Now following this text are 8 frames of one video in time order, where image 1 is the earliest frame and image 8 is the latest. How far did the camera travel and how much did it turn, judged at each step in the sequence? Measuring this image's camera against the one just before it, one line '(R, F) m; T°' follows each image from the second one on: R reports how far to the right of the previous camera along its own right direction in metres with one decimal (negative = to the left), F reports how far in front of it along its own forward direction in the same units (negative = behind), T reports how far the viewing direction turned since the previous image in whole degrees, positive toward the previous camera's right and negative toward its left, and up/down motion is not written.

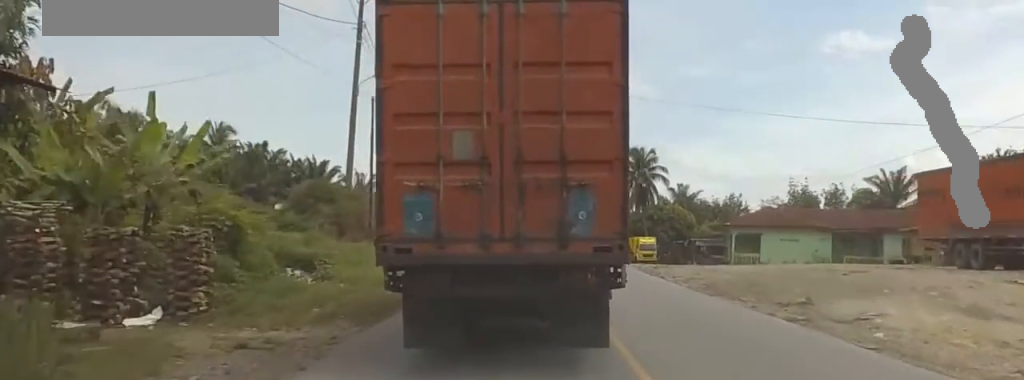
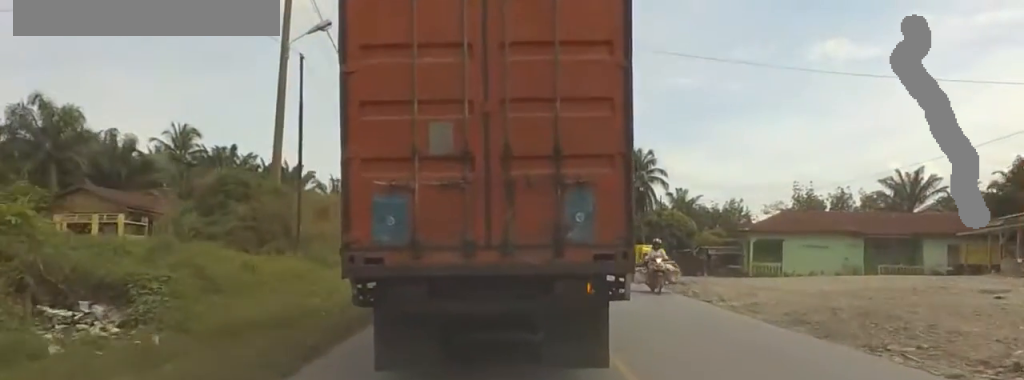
(+0.7, +13.1) m; +3°
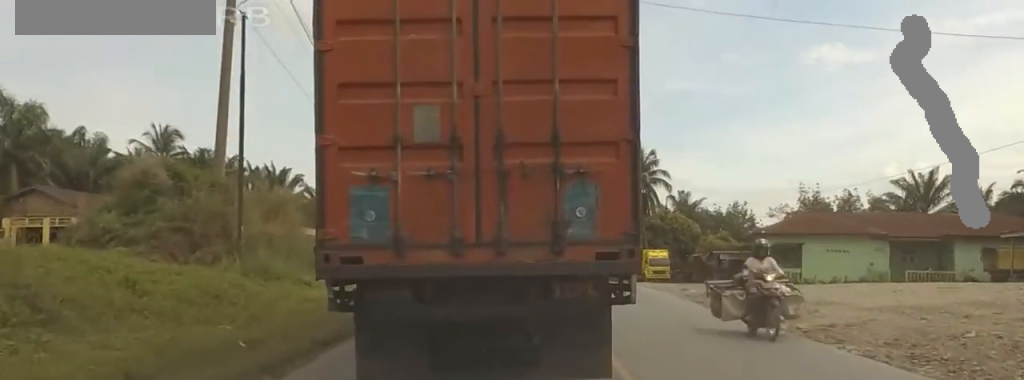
(0.0, +7.2) m; -1°
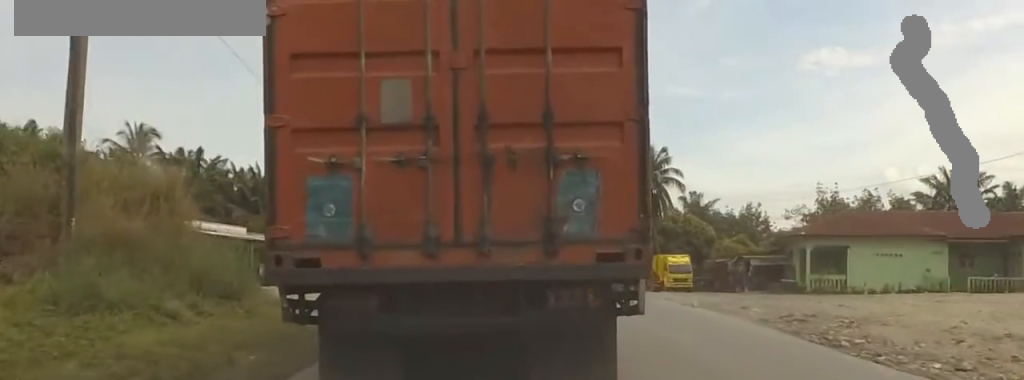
(-0.1, +11.6) m; -2°
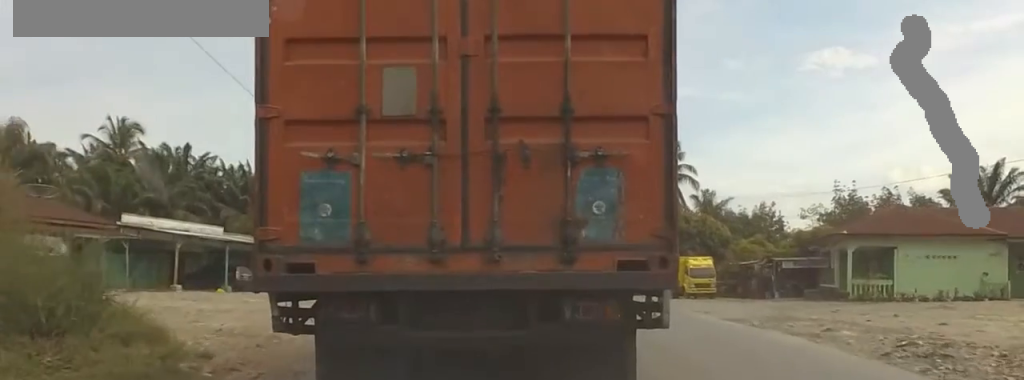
(-0.3, +9.4) m; -2°
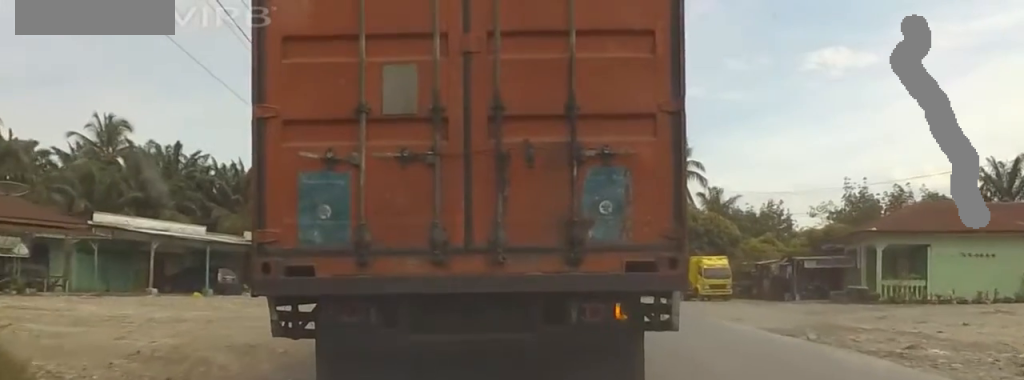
(0.0, +6.1) m; 0°
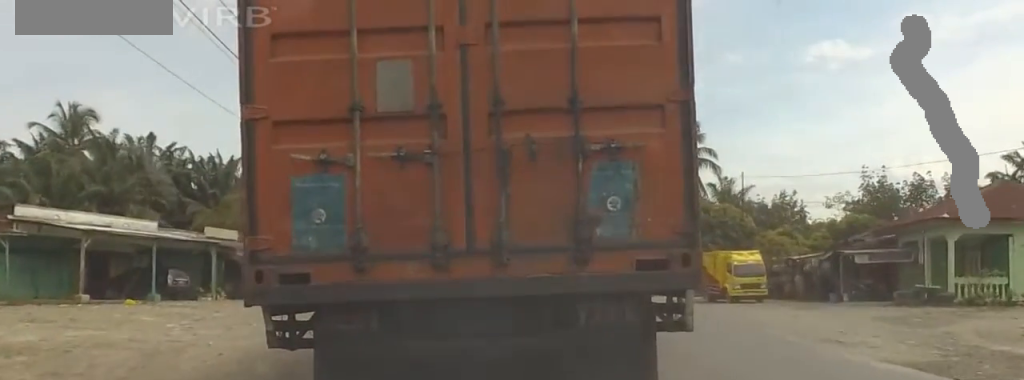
(0.0, +12.7) m; 0°
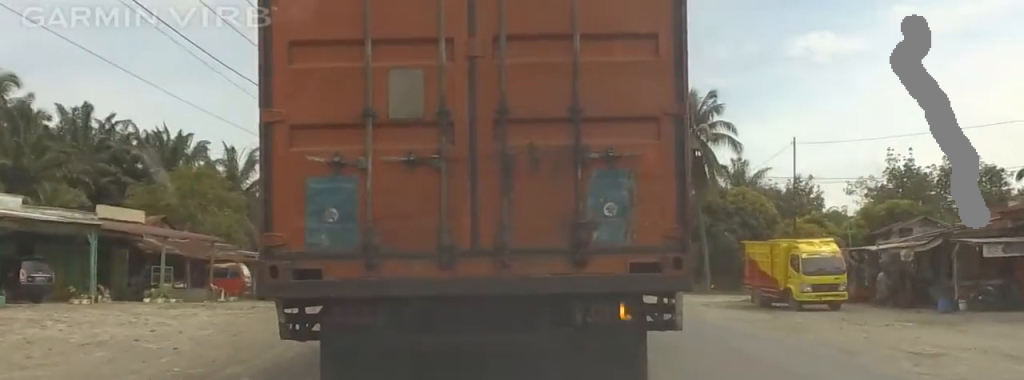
(0.0, +23.0) m; 0°
